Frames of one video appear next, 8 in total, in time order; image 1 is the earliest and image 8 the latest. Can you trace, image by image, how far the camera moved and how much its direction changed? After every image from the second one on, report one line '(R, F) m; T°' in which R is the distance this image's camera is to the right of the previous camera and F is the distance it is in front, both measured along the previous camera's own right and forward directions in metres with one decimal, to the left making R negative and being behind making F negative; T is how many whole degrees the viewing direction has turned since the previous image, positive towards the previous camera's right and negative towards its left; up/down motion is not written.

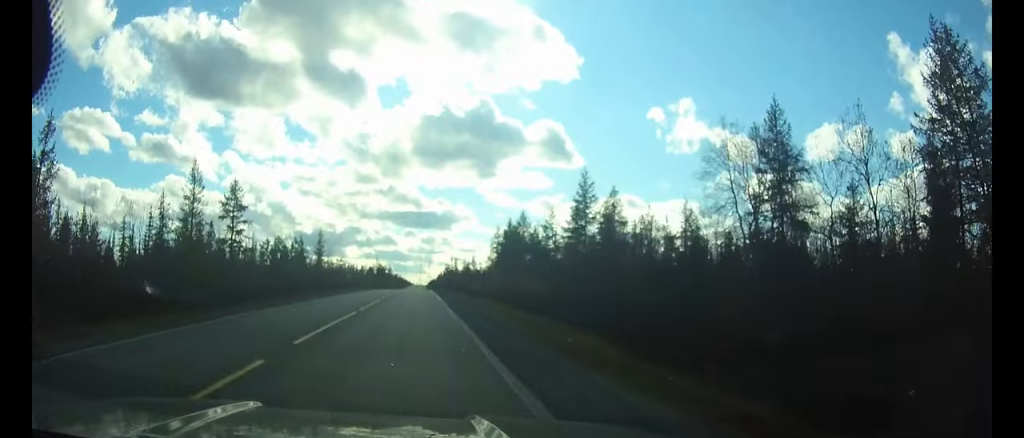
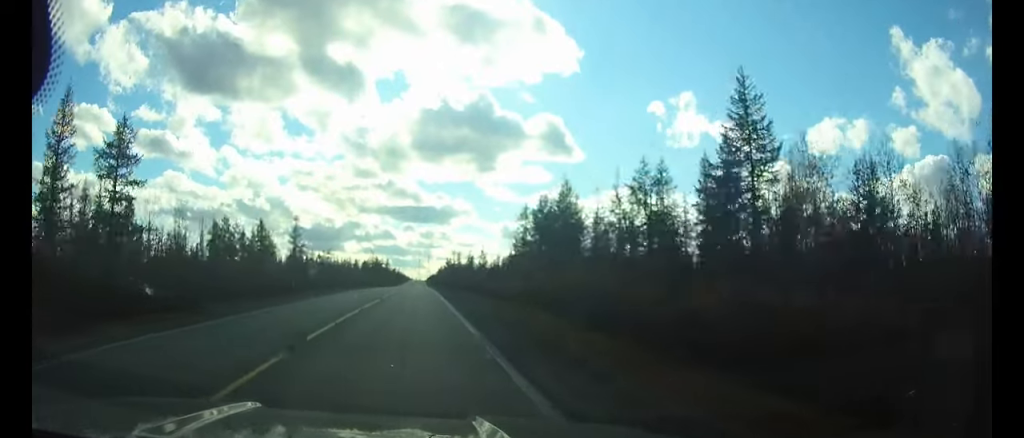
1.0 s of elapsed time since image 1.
(0.0, +23.5) m; 0°
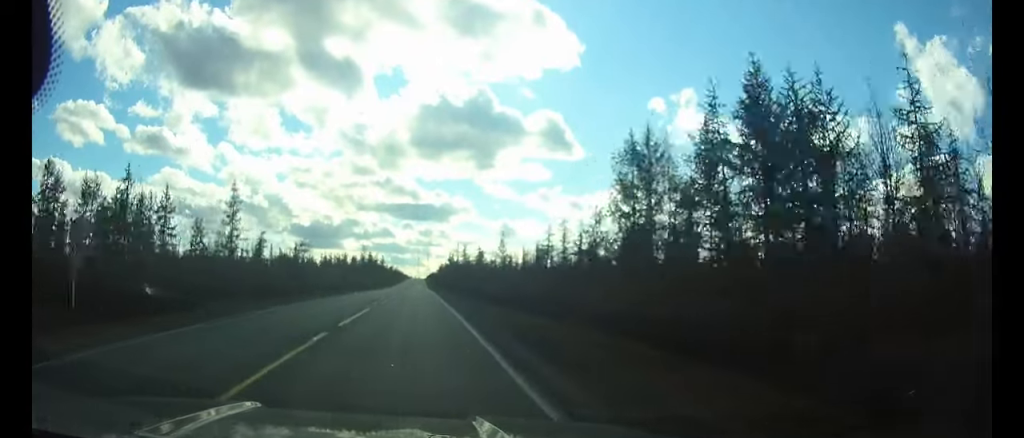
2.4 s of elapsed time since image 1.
(+0.1, +32.3) m; 0°
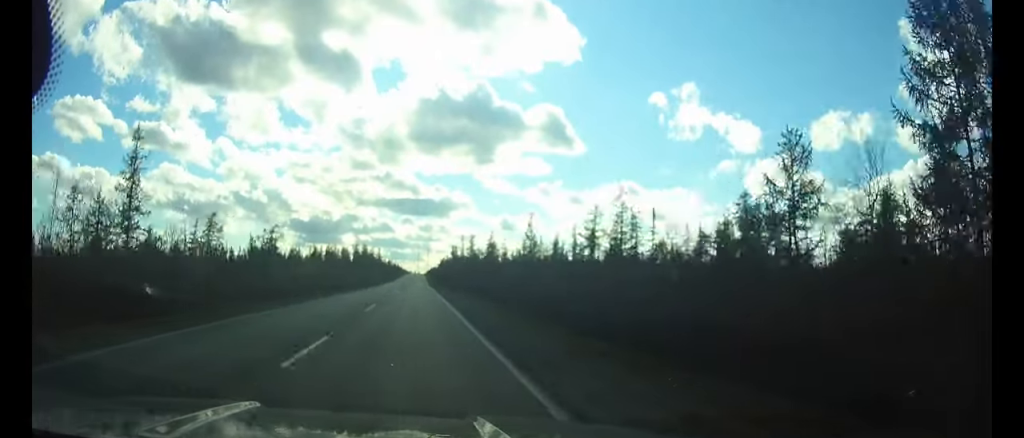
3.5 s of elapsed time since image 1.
(0.0, +24.0) m; 0°
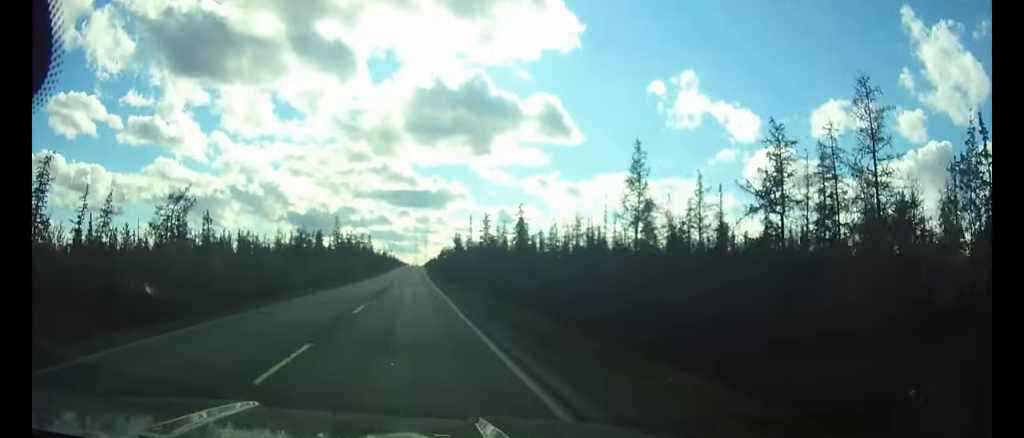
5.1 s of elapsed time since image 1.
(+0.1, +37.4) m; 0°
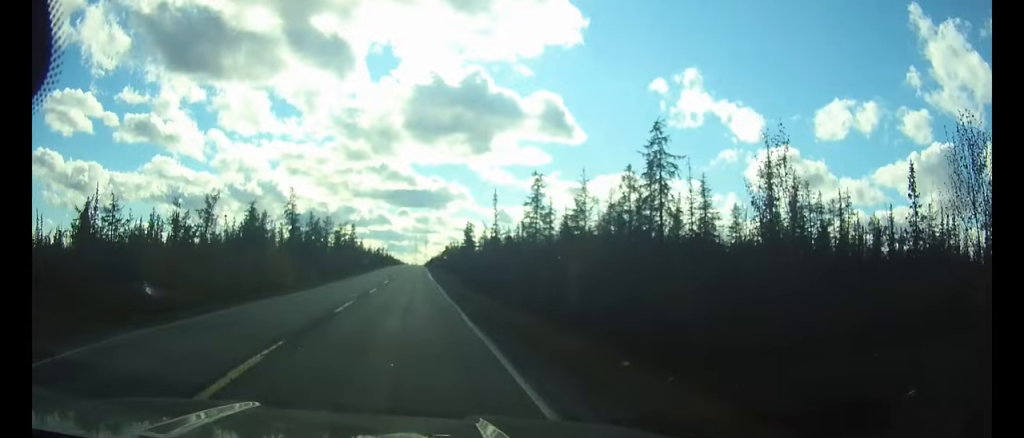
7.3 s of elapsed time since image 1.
(-0.1, +49.3) m; 0°
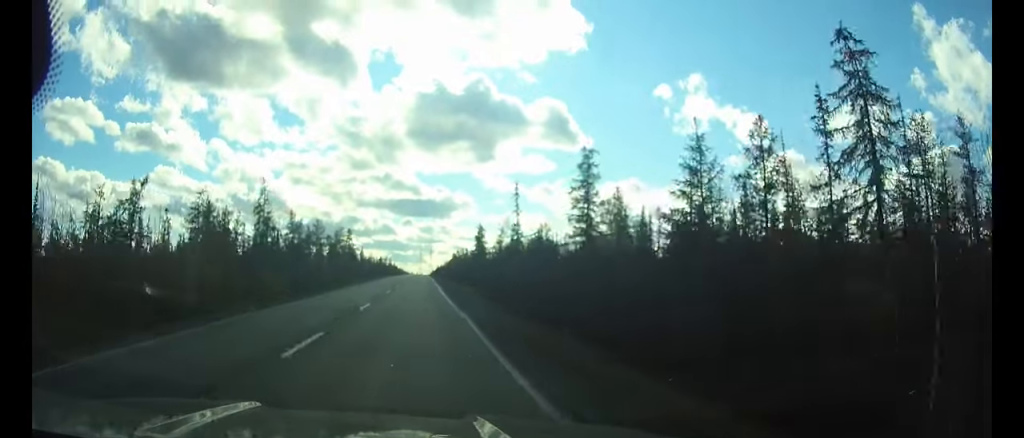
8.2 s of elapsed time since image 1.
(0.0, +19.2) m; 0°
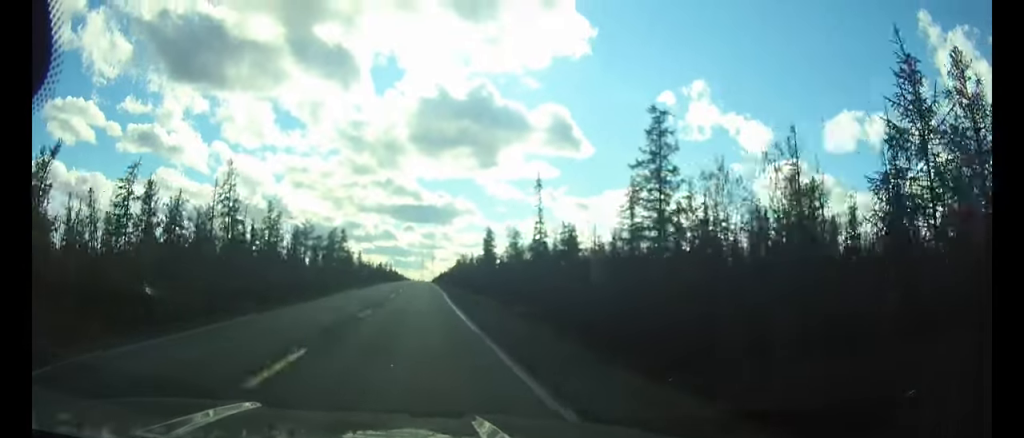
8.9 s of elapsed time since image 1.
(0.0, +15.5) m; 0°
